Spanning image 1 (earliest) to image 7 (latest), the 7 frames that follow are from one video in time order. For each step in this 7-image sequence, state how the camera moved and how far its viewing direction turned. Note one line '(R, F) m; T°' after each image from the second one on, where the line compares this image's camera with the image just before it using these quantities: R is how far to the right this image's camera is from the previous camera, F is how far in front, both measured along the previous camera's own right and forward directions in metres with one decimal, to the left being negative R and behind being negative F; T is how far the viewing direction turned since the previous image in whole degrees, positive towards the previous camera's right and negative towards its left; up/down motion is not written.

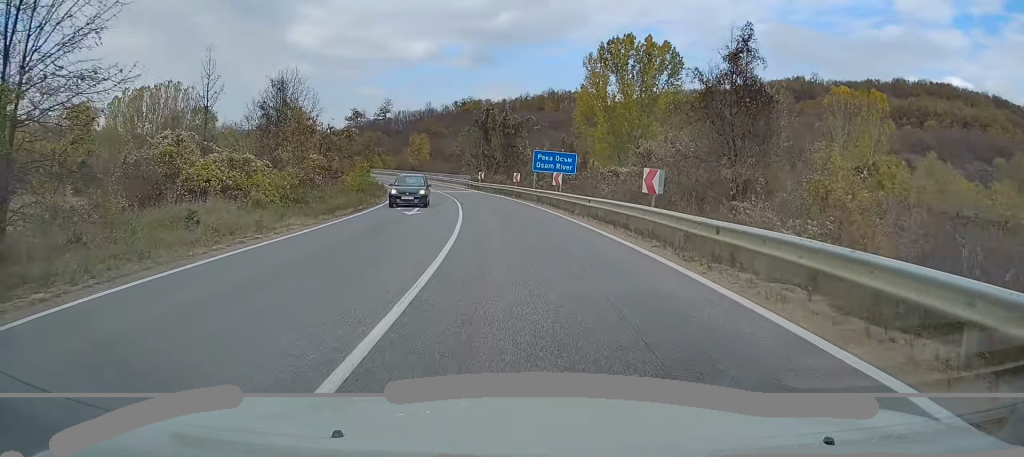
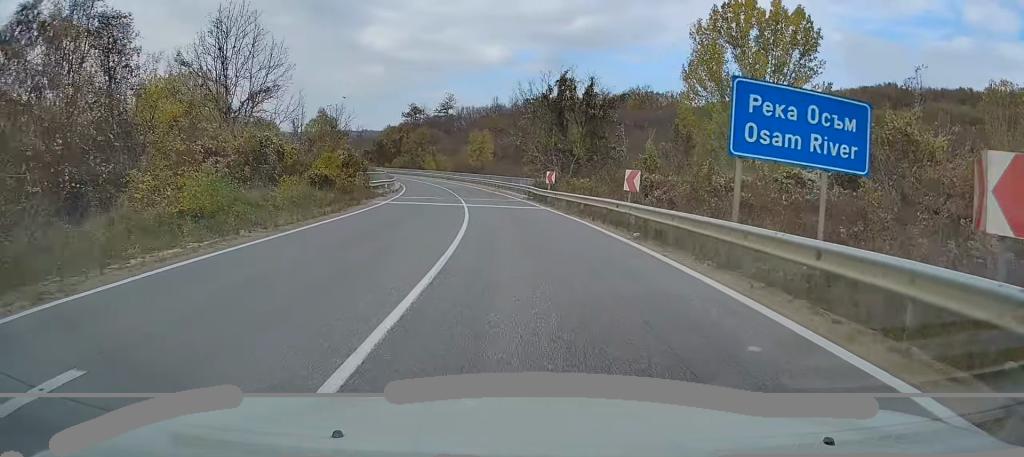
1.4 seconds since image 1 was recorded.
(-1.5, +26.8) m; -6°
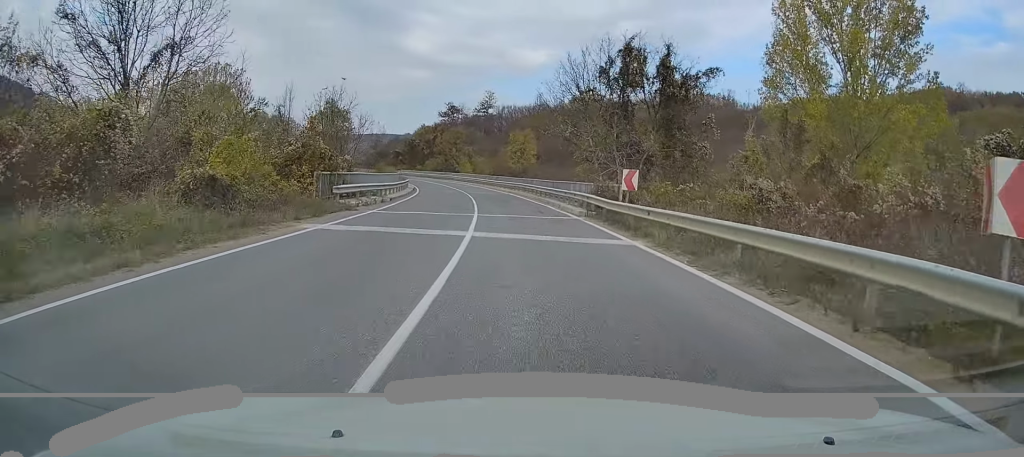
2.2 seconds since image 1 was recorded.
(-0.4, +14.7) m; -3°
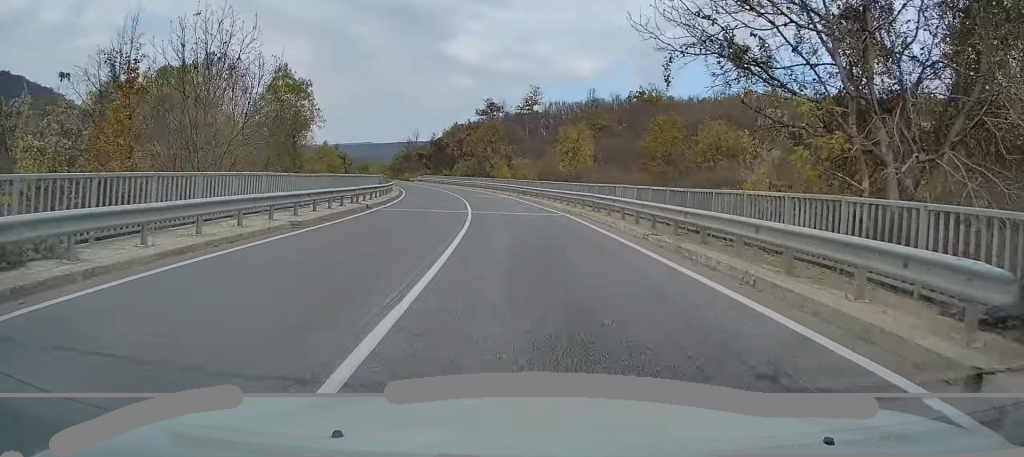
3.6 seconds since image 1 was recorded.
(-1.3, +27.4) m; -6°
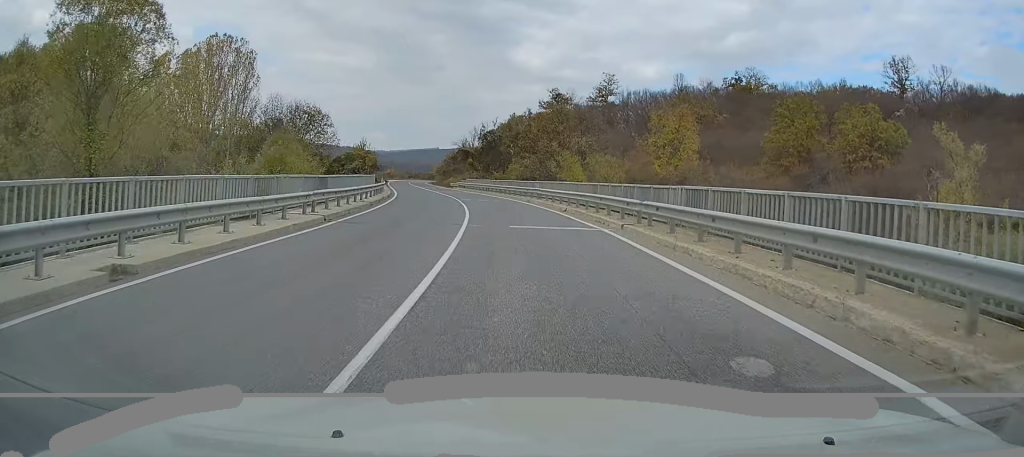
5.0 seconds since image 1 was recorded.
(-1.3, +28.2) m; -5°
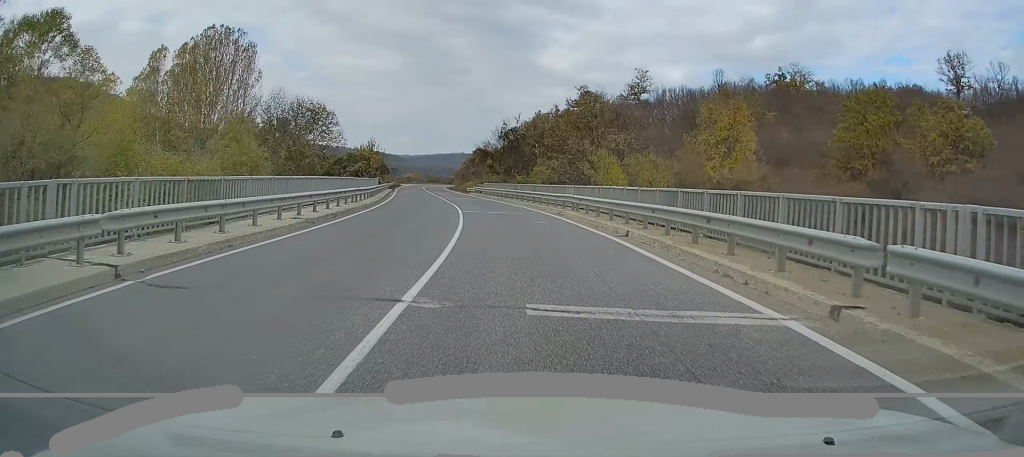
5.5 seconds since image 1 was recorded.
(-0.1, +11.0) m; -2°
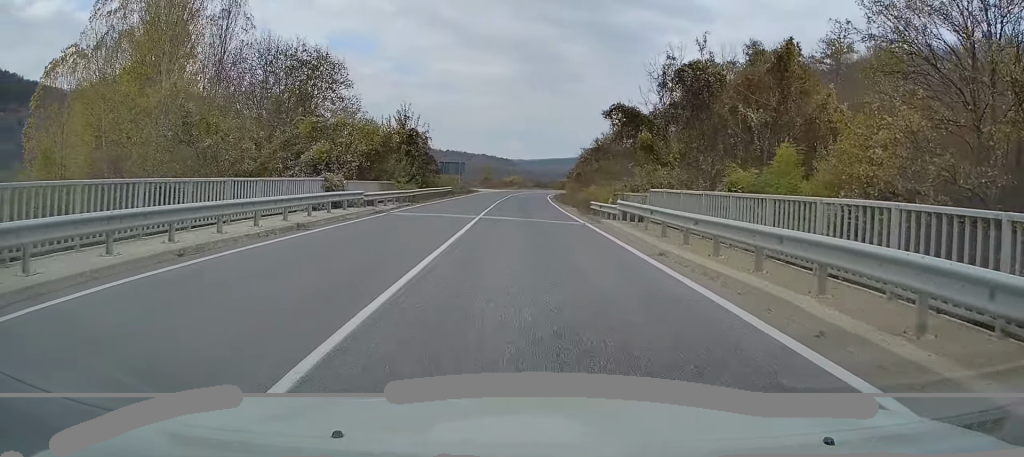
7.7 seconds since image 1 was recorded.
(-4.0, +46.9) m; -9°
